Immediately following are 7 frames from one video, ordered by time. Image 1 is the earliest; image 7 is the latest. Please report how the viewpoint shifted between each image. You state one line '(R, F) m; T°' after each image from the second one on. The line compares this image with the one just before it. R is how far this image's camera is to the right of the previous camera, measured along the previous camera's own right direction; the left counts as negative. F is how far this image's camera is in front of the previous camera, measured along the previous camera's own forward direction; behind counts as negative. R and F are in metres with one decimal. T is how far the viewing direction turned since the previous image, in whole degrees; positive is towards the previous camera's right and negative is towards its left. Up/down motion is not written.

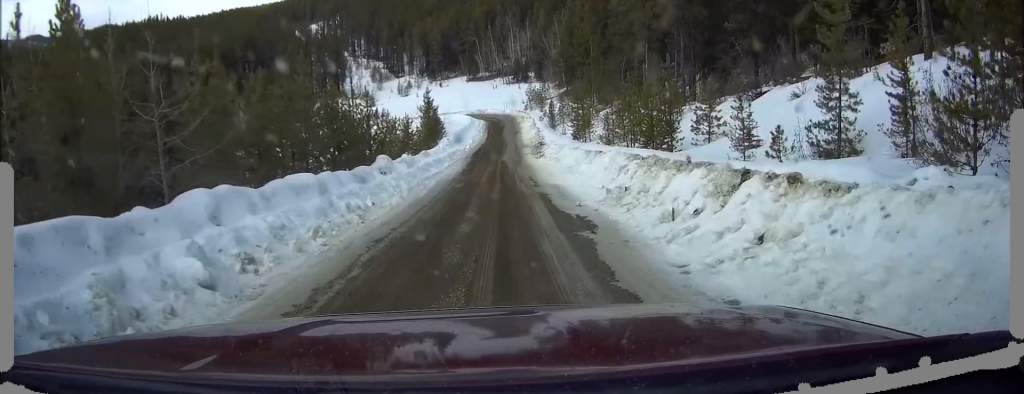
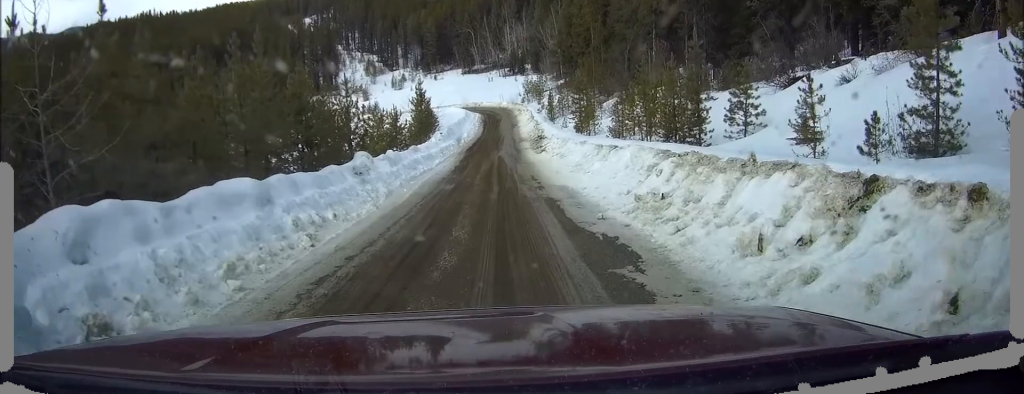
(+0.1, +4.1) m; +3°
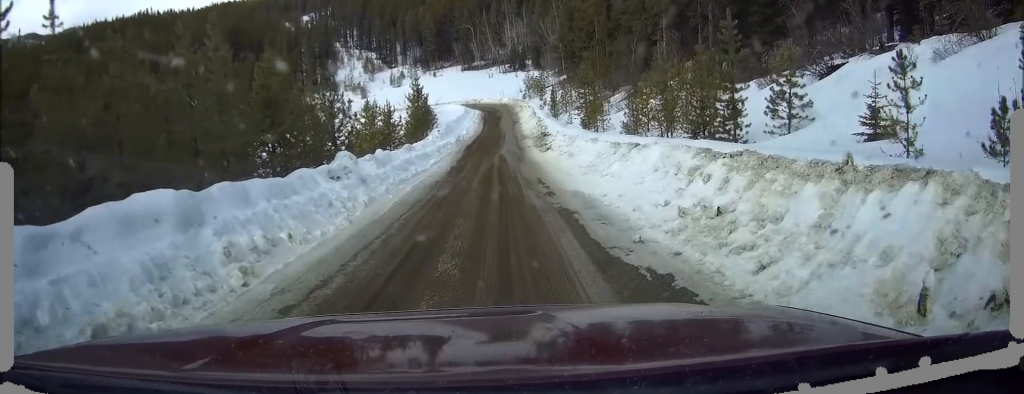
(+0.1, +3.3) m; +1°
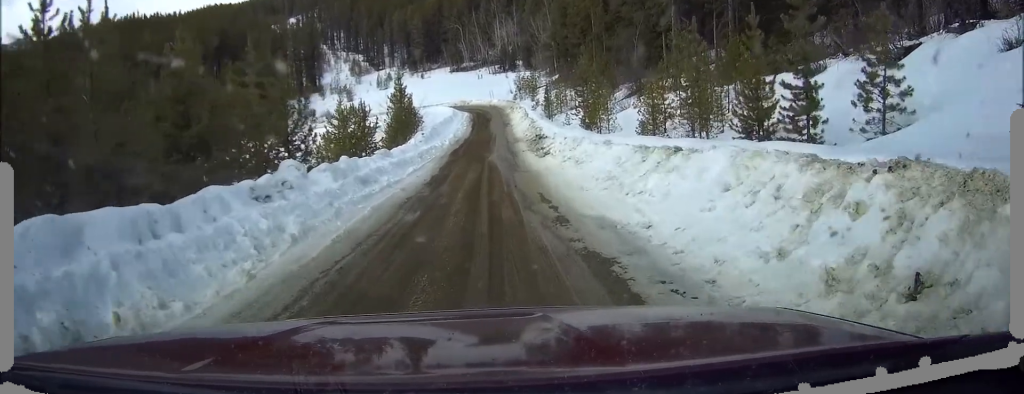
(0.0, +5.0) m; -1°
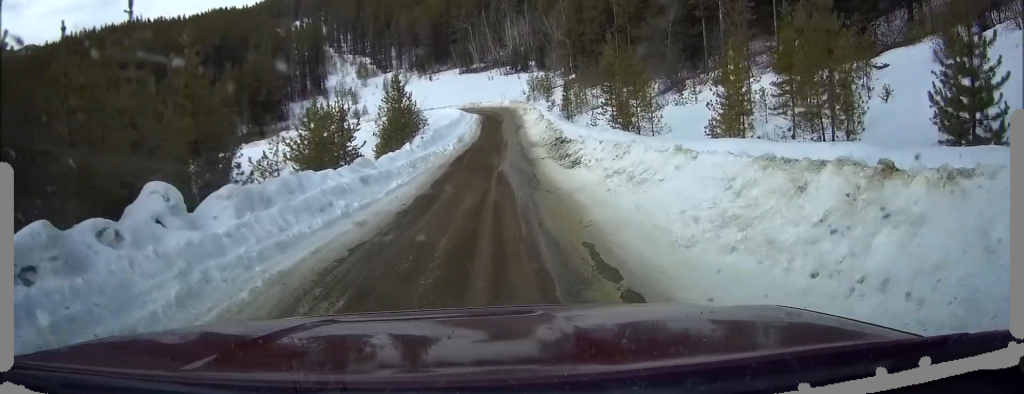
(0.0, +7.9) m; 0°
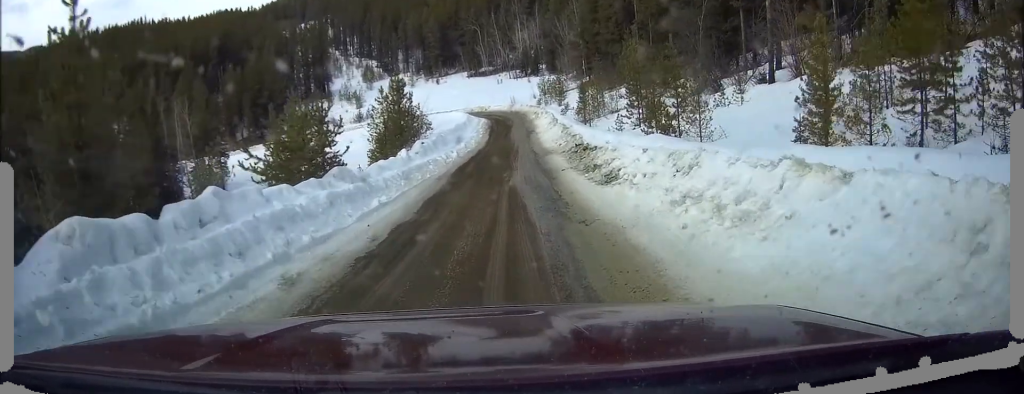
(0.0, +5.1) m; -2°
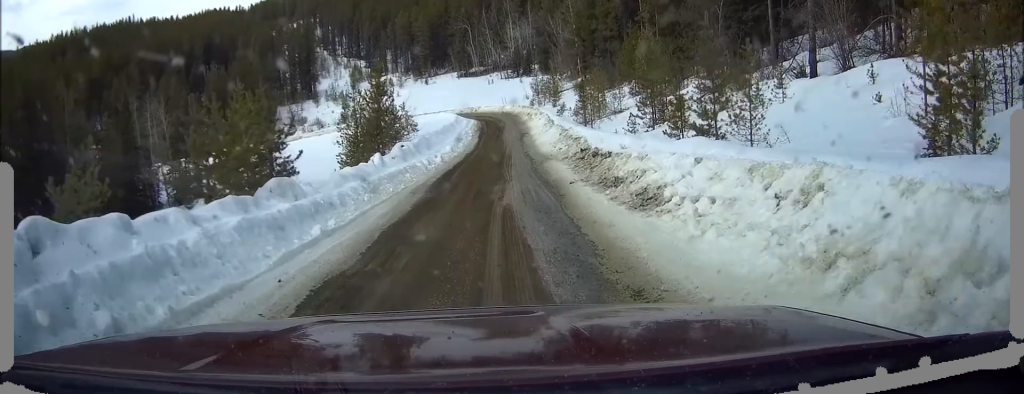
(-0.1, +4.8) m; -3°
